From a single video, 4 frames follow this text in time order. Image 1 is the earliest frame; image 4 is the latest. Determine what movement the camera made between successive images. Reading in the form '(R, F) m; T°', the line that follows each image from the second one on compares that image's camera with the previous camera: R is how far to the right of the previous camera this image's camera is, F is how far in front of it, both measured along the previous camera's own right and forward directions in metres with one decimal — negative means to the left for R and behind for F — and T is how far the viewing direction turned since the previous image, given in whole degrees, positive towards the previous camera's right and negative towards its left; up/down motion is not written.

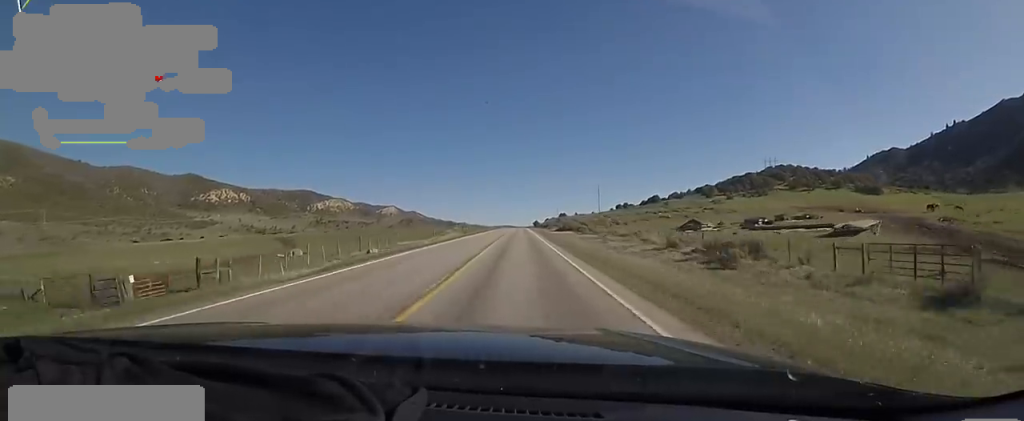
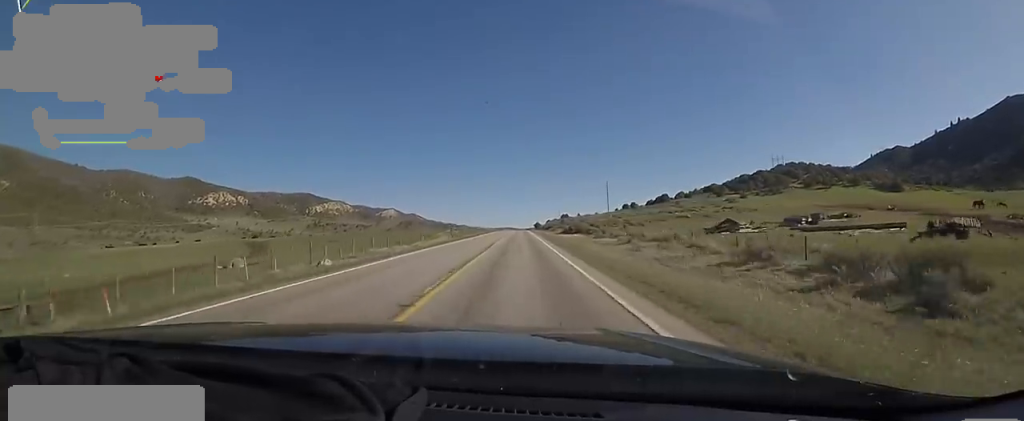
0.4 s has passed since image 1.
(-0.4, +12.5) m; -1°
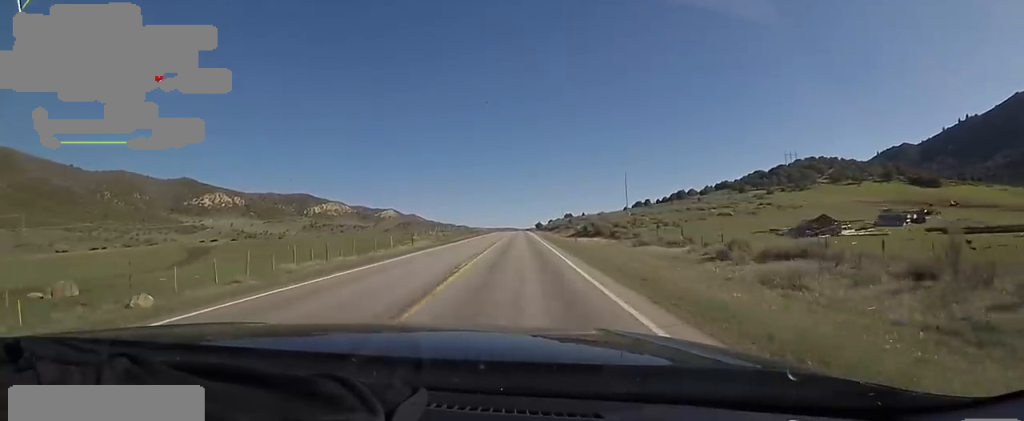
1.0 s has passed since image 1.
(-0.3, +19.6) m; -1°
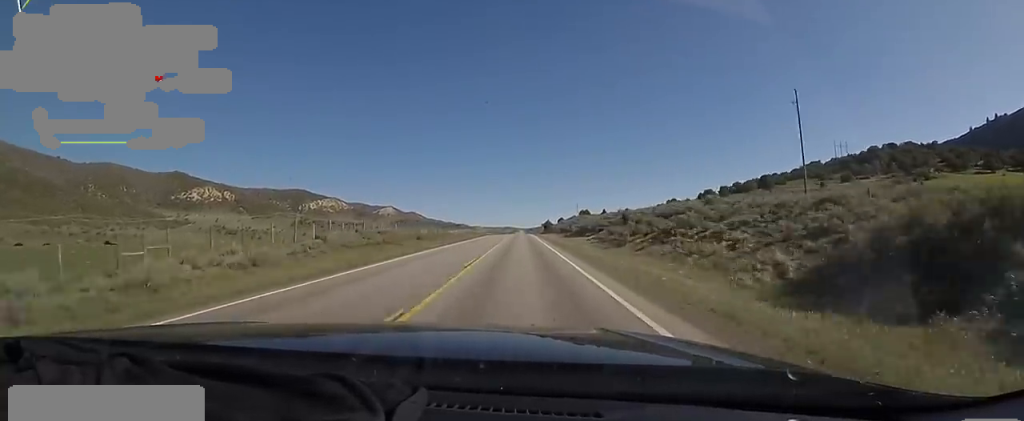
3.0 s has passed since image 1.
(+1.7, +59.1) m; +1°
